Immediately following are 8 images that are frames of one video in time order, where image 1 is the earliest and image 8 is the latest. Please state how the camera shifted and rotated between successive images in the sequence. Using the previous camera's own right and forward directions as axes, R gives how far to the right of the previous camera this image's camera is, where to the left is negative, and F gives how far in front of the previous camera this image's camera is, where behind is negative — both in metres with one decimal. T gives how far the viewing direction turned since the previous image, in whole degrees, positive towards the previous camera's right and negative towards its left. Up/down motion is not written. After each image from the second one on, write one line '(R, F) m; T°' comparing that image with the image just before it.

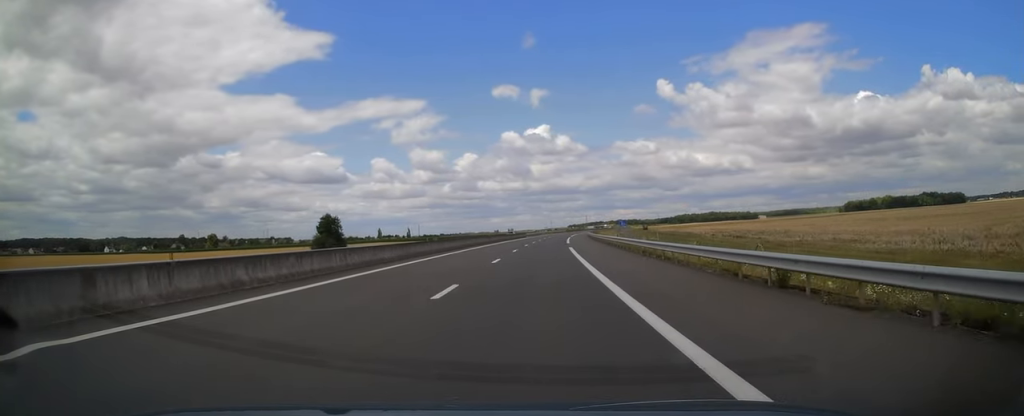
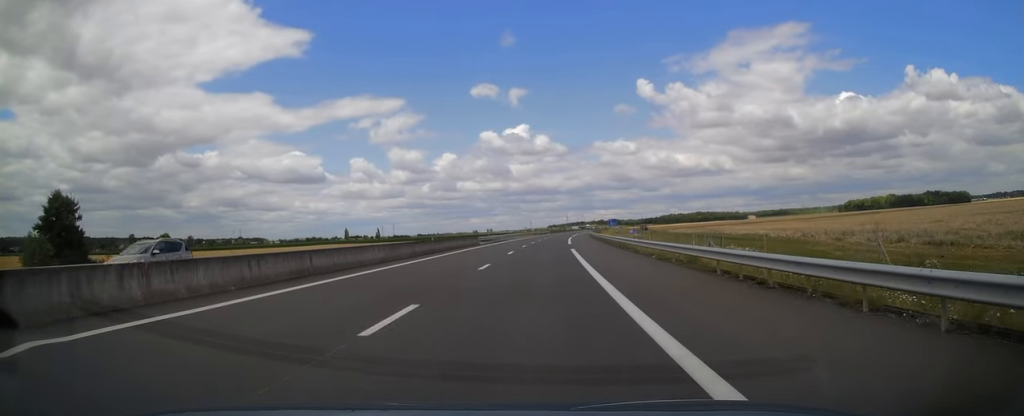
(+0.8, +56.1) m; +1°
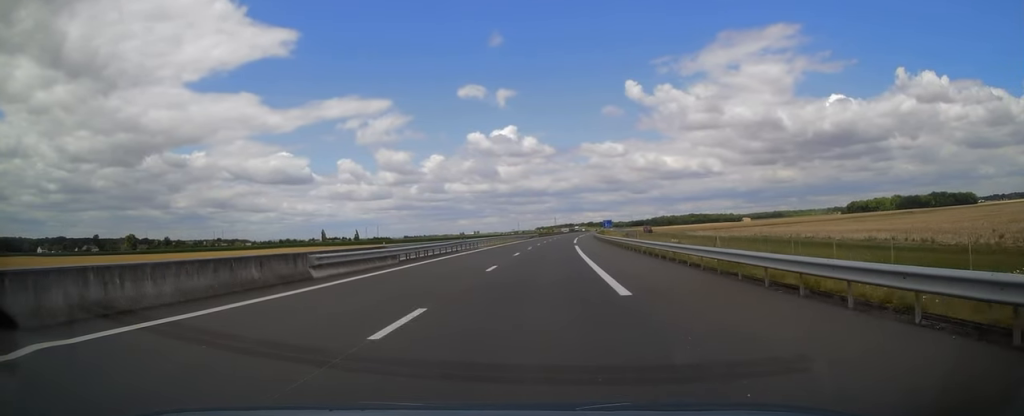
(+0.4, +39.2) m; +2°
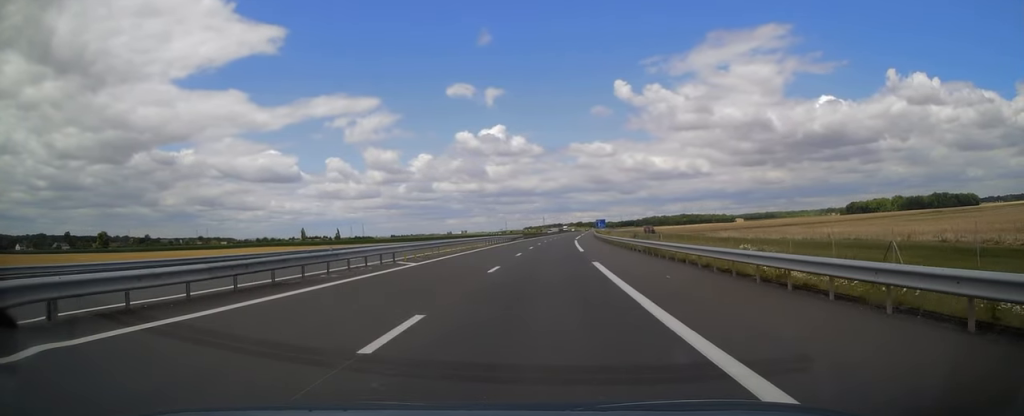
(+0.4, +27.0) m; +1°
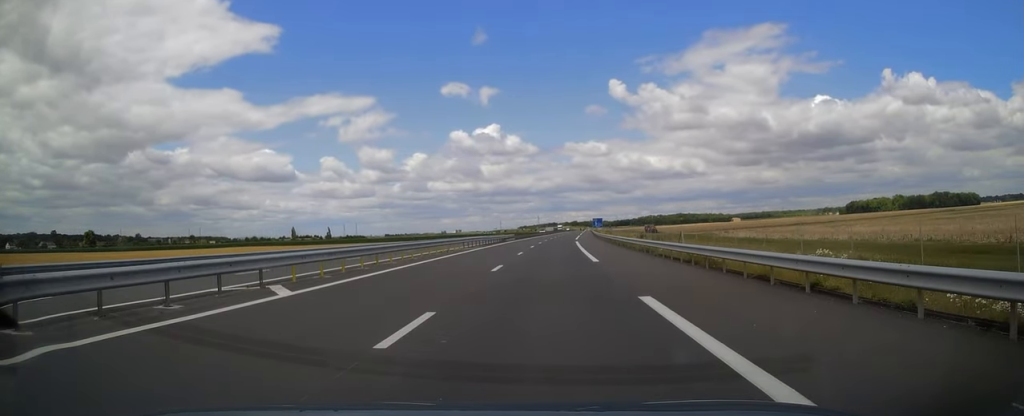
(+0.1, +12.8) m; 0°
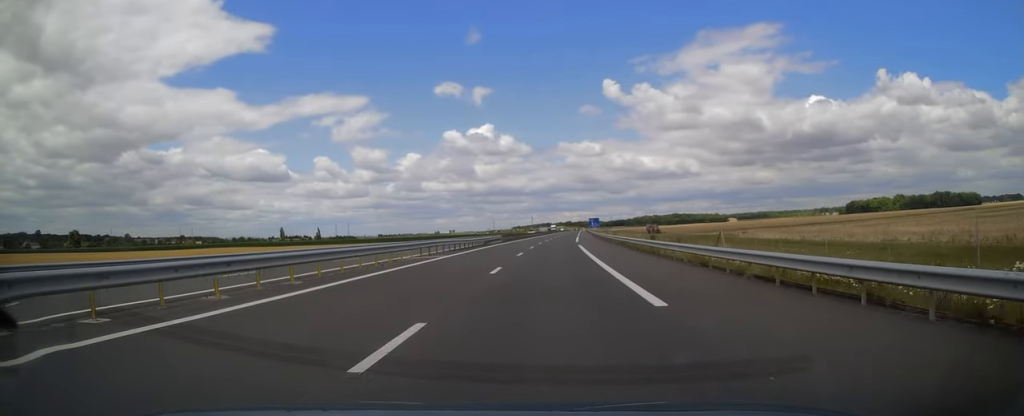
(+0.1, +14.2) m; +1°
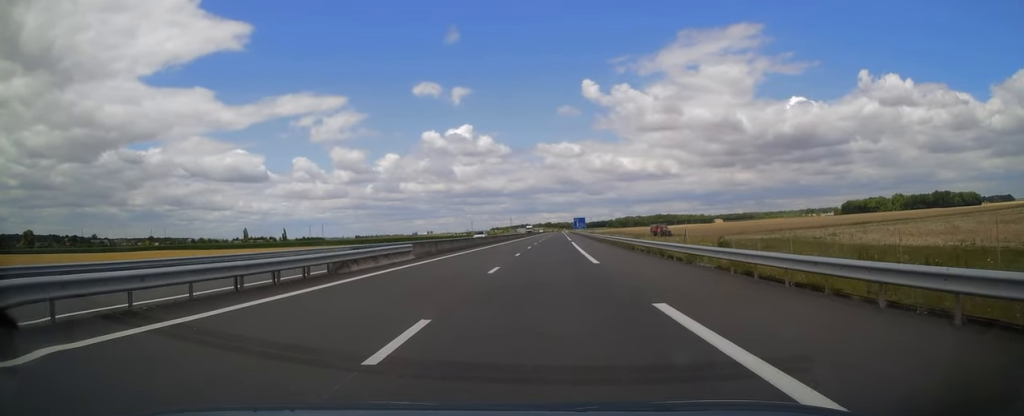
(+0.5, +38.7) m; +2°
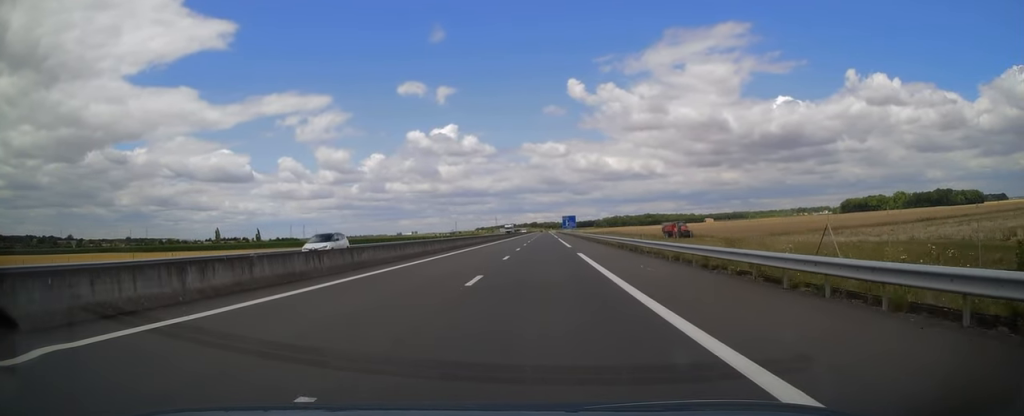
(+0.3, +30.2) m; +1°
